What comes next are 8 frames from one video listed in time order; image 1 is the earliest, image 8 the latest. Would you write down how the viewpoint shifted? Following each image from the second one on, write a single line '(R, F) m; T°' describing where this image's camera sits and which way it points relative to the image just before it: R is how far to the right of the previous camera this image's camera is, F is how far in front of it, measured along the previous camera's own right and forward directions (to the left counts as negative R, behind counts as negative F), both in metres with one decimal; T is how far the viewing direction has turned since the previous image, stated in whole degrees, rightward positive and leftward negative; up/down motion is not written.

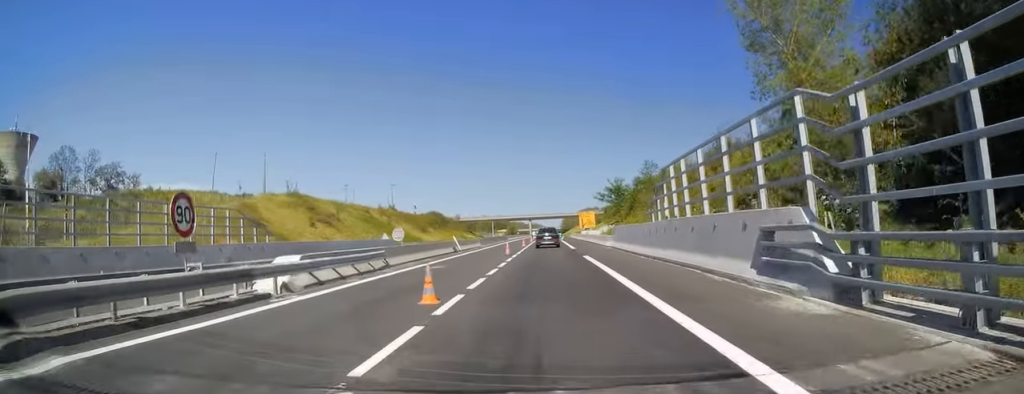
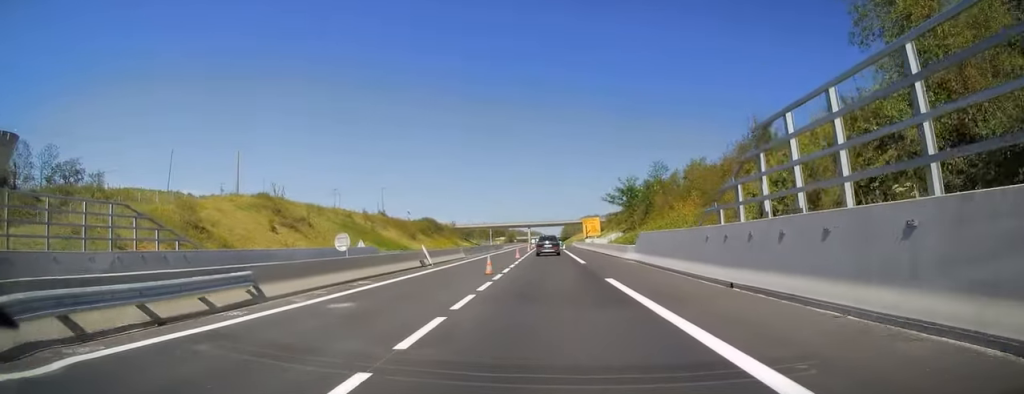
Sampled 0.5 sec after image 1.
(-0.3, +11.3) m; 0°
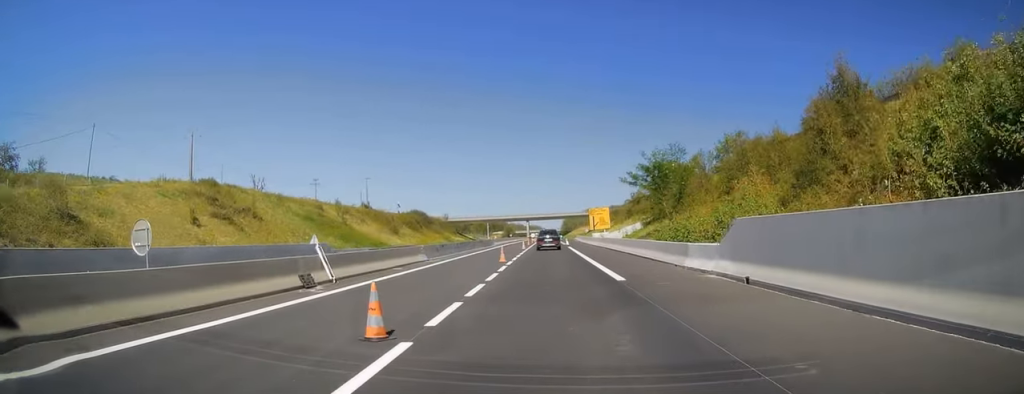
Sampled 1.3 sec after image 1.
(+0.3, +15.8) m; +1°
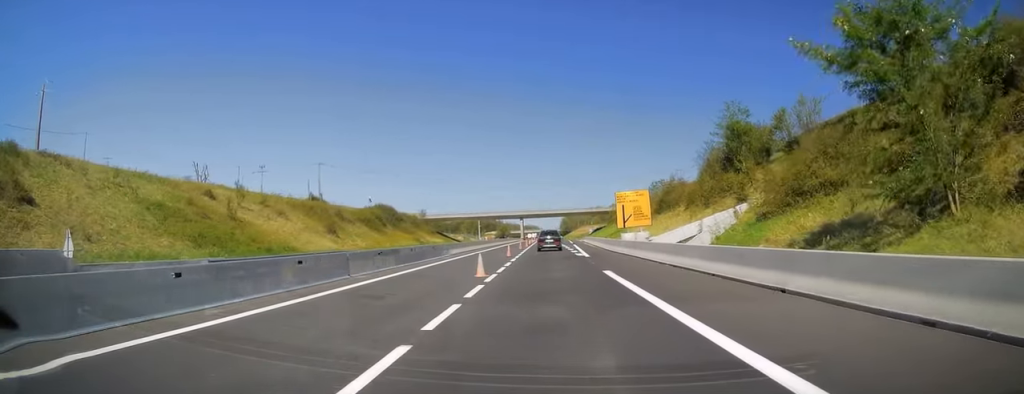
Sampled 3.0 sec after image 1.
(-0.1, +34.7) m; -1°
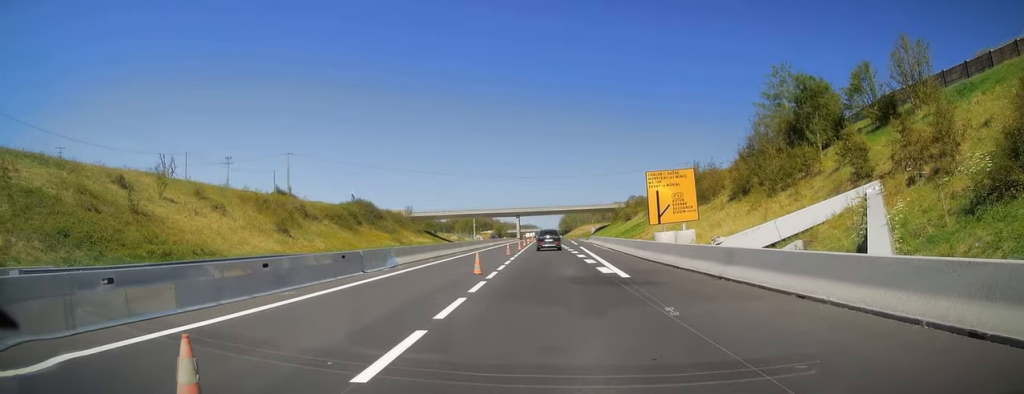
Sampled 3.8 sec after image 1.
(-0.2, +16.2) m; 0°
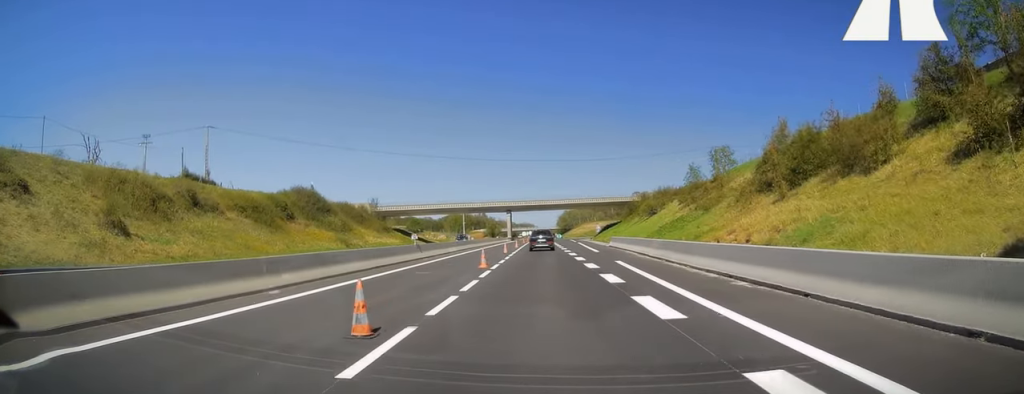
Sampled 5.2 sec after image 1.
(+0.5, +29.9) m; 0°
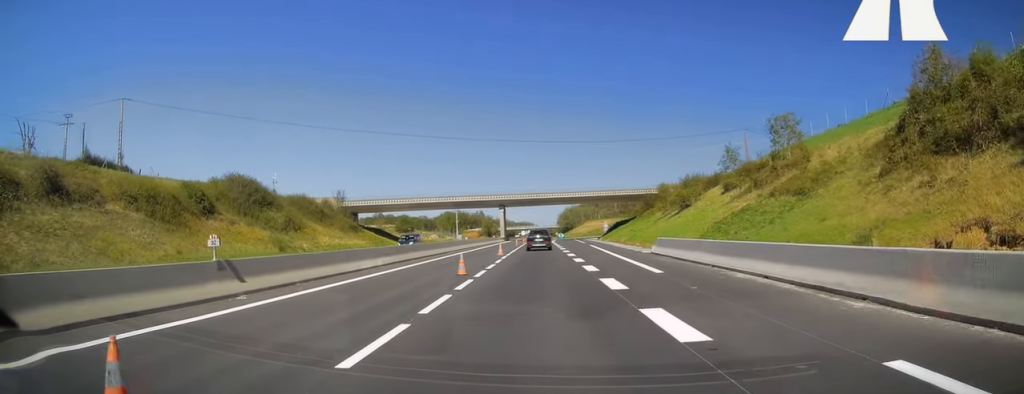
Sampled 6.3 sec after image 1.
(-0.3, +21.3) m; 0°
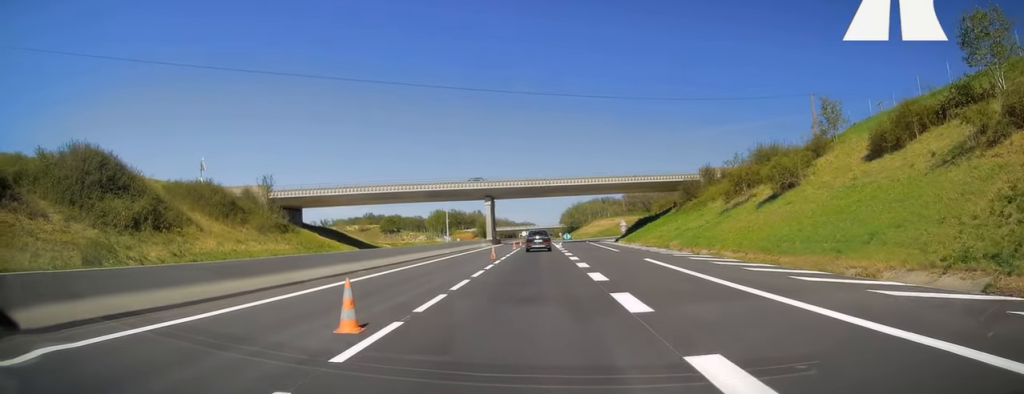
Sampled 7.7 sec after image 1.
(+0.3, +29.9) m; +1°
